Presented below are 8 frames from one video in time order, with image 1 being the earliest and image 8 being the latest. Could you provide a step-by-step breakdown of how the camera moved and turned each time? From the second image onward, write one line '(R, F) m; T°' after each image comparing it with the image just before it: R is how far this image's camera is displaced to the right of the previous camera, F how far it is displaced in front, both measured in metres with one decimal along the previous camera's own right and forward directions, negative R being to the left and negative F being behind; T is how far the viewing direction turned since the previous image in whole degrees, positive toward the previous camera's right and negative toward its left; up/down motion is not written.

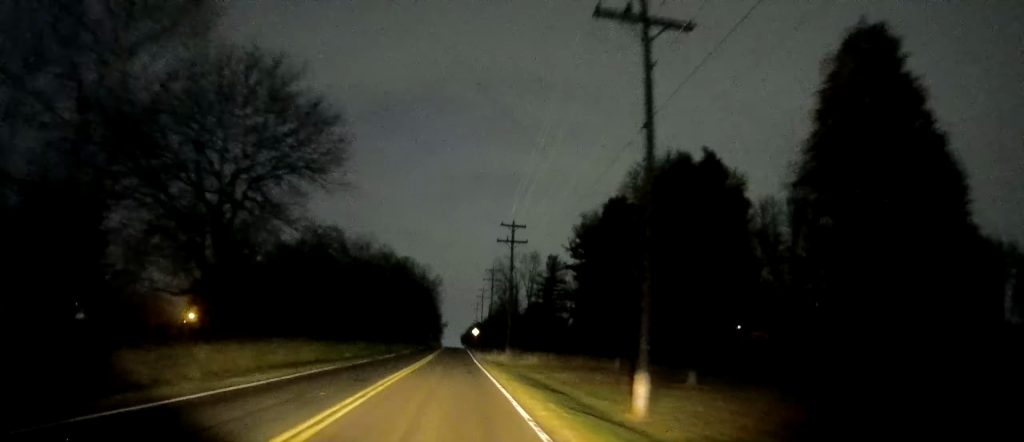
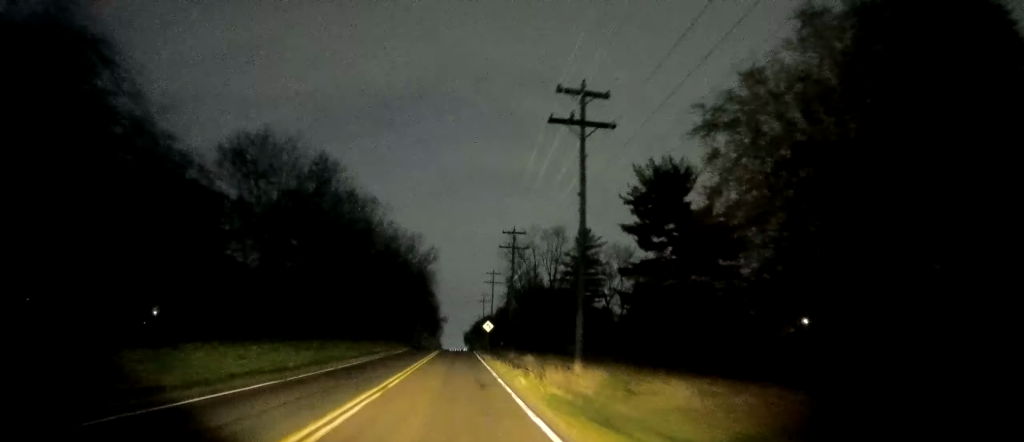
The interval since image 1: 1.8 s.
(+0.7, +31.7) m; +1°
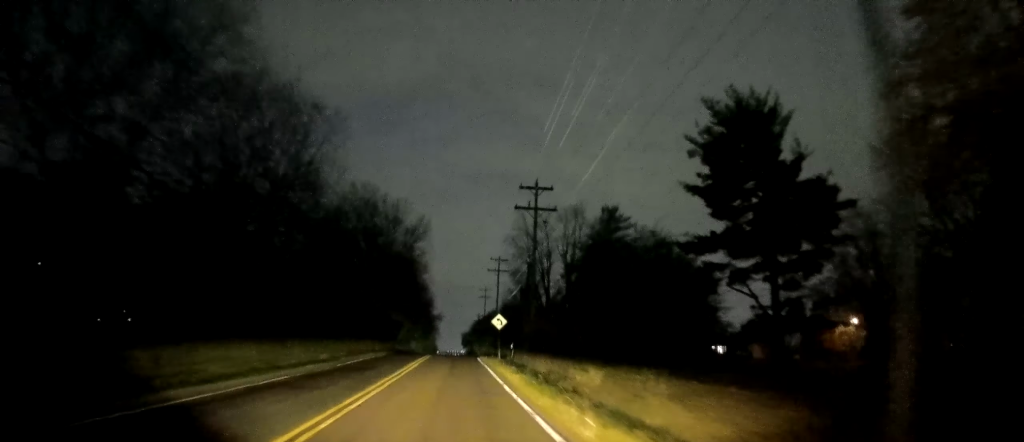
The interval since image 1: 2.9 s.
(+0.2, +18.5) m; 0°
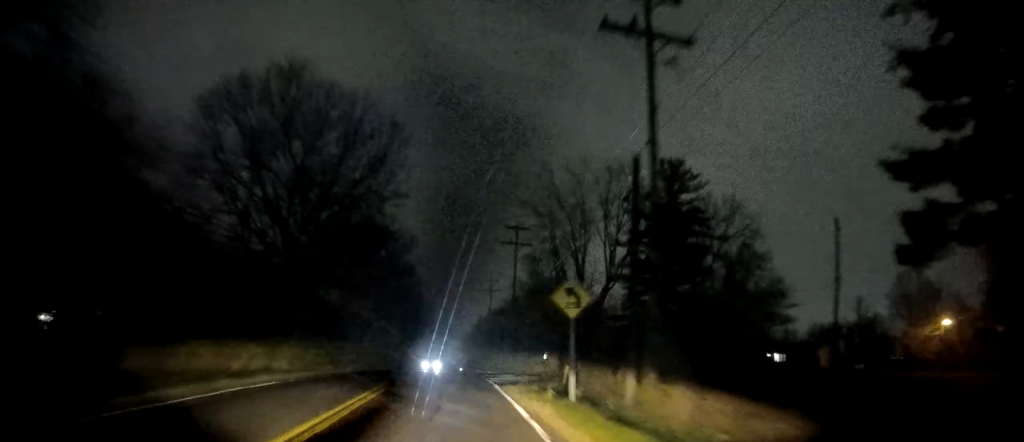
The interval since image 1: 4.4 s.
(-0.6, +25.7) m; -1°
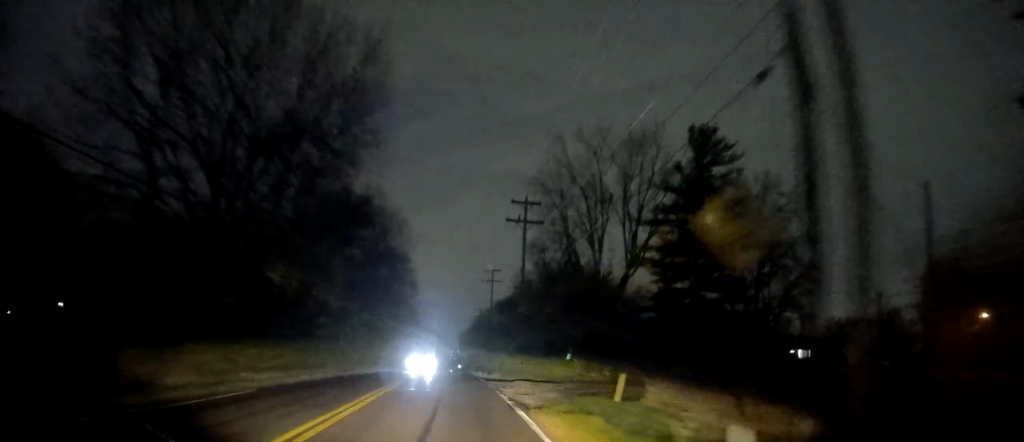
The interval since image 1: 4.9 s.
(-0.3, +8.8) m; +1°
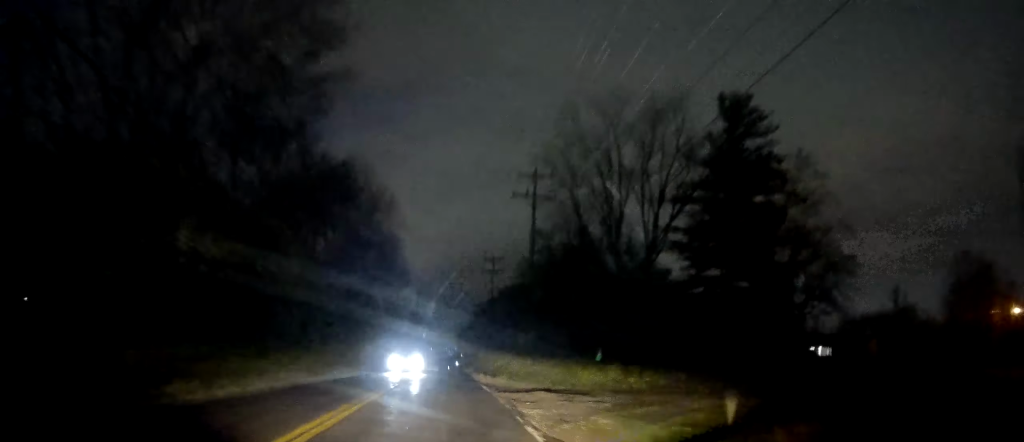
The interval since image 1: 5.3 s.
(+0.1, +7.0) m; +1°
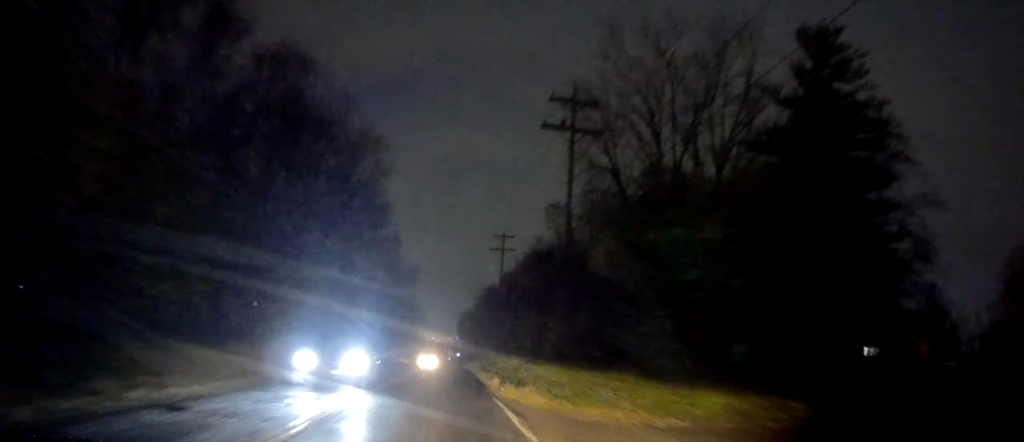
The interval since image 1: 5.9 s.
(+0.6, +11.7) m; +1°
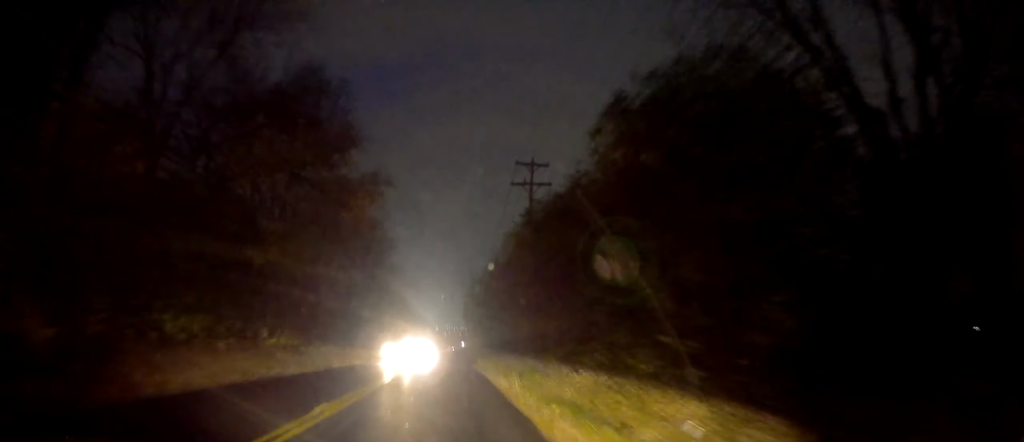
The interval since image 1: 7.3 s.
(-0.6, +23.5) m; -1°
